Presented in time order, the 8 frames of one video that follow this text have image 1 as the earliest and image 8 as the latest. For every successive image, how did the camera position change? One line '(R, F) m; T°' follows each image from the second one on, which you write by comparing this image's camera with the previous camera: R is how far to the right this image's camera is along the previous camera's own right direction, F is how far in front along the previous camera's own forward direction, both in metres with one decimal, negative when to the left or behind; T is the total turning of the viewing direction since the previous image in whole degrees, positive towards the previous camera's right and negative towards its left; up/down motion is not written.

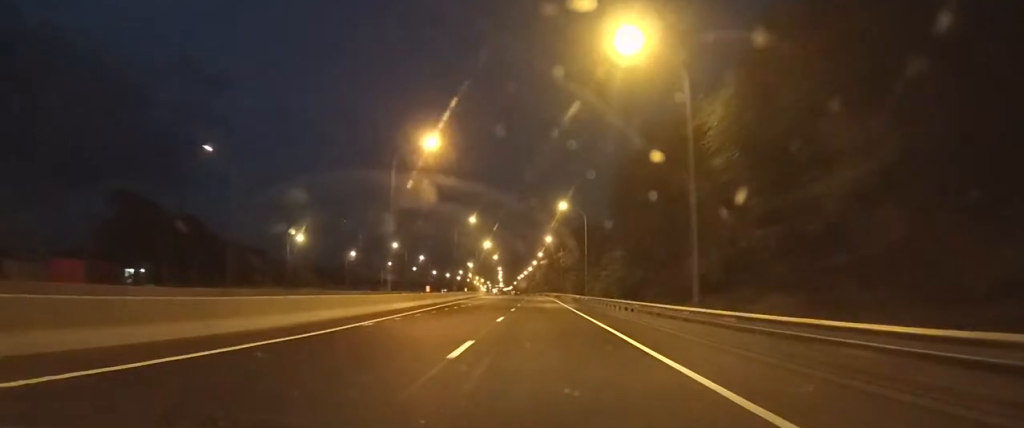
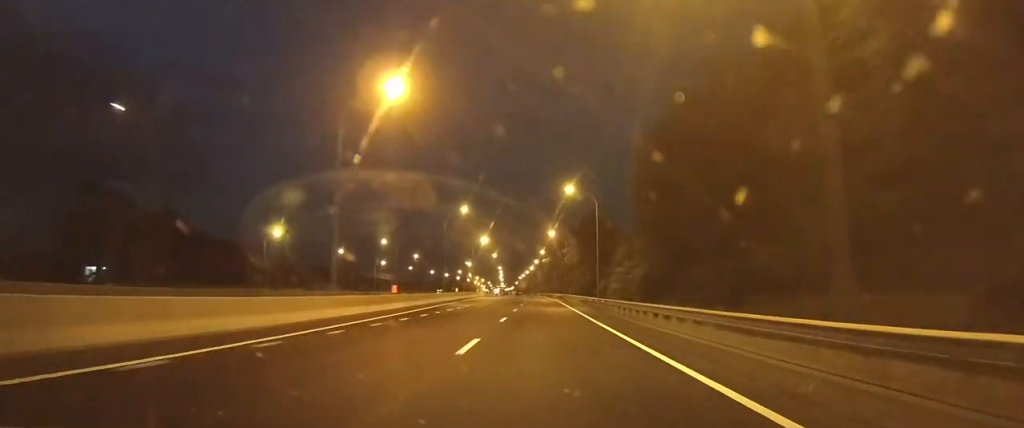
(0.0, +14.0) m; 0°
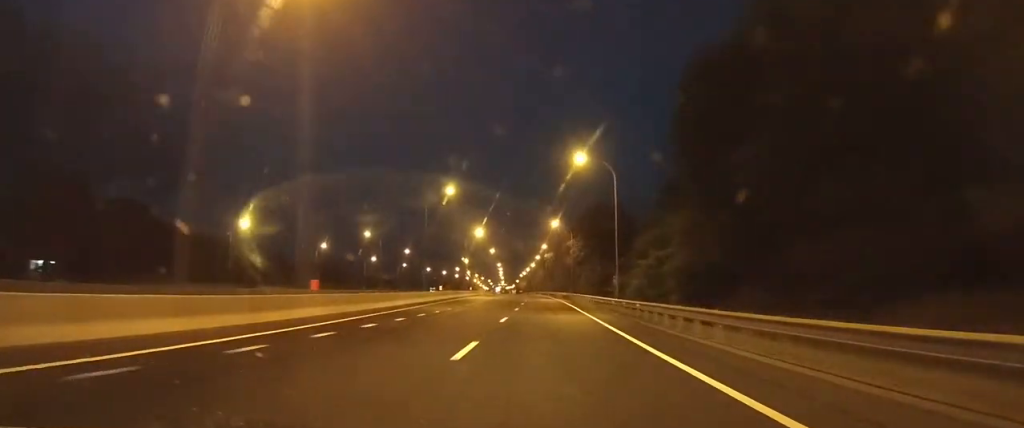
(0.0, +15.9) m; 0°
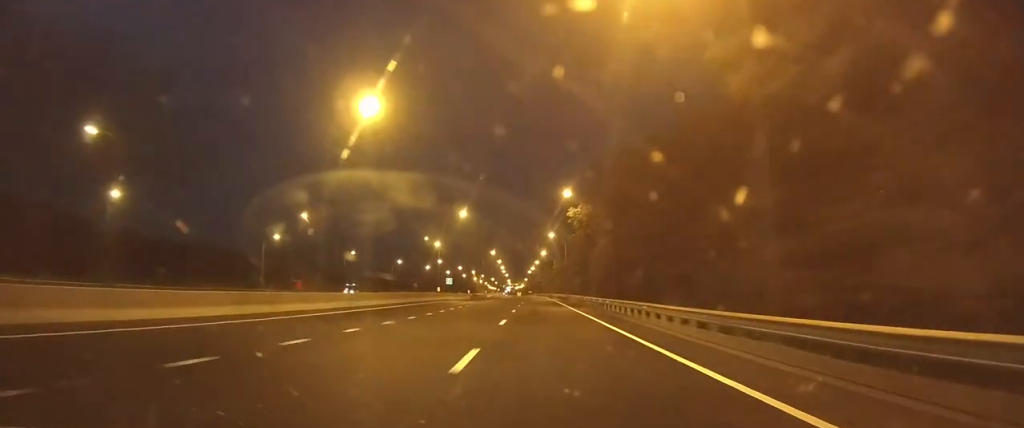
(-0.7, +82.1) m; -1°
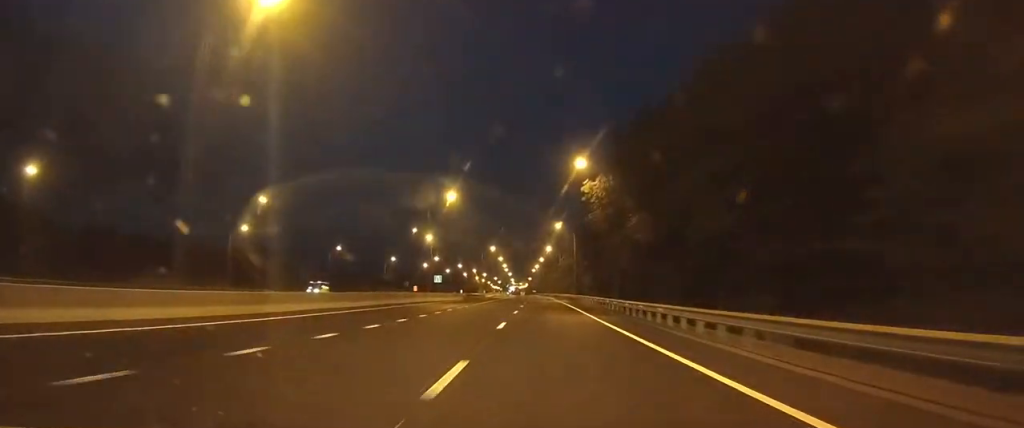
(-0.1, +14.4) m; -1°
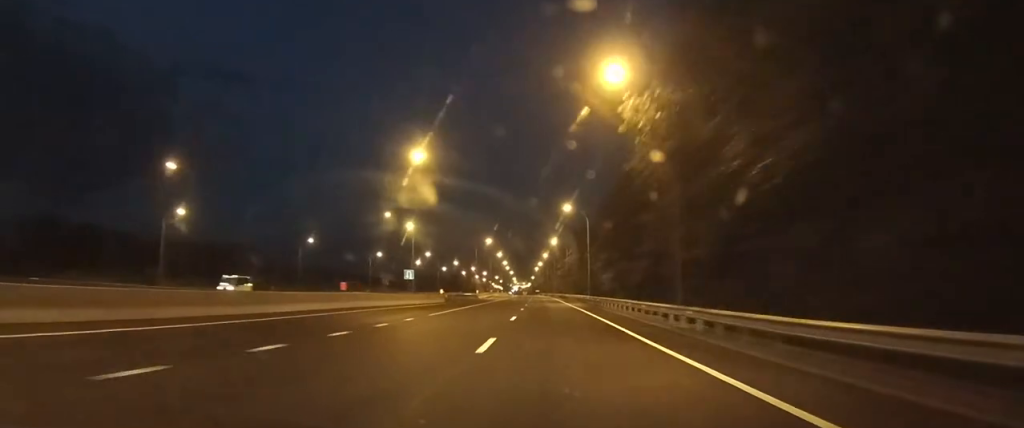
(-0.1, +19.2) m; -1°
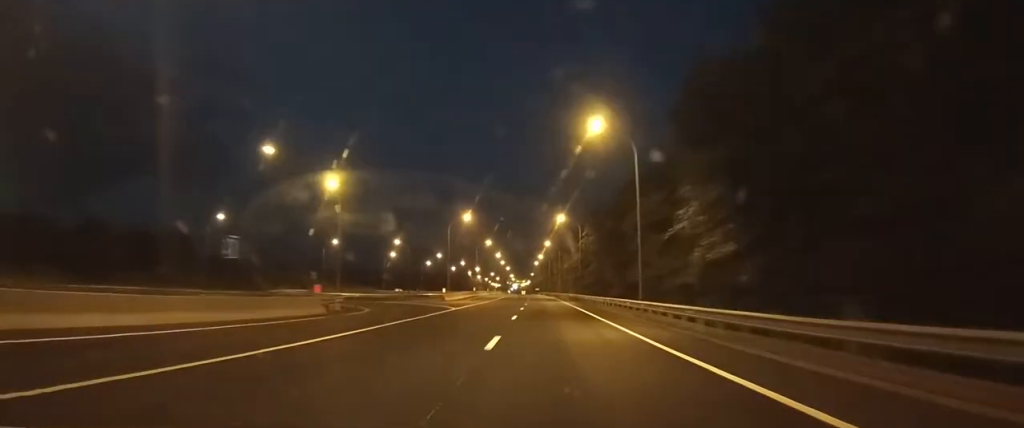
(-0.2, +34.4) m; 0°
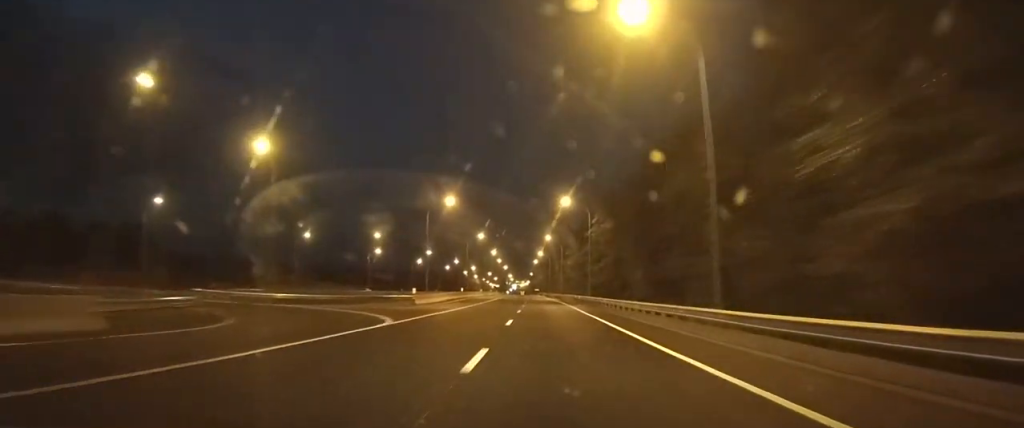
(+0.1, +14.3) m; 0°
